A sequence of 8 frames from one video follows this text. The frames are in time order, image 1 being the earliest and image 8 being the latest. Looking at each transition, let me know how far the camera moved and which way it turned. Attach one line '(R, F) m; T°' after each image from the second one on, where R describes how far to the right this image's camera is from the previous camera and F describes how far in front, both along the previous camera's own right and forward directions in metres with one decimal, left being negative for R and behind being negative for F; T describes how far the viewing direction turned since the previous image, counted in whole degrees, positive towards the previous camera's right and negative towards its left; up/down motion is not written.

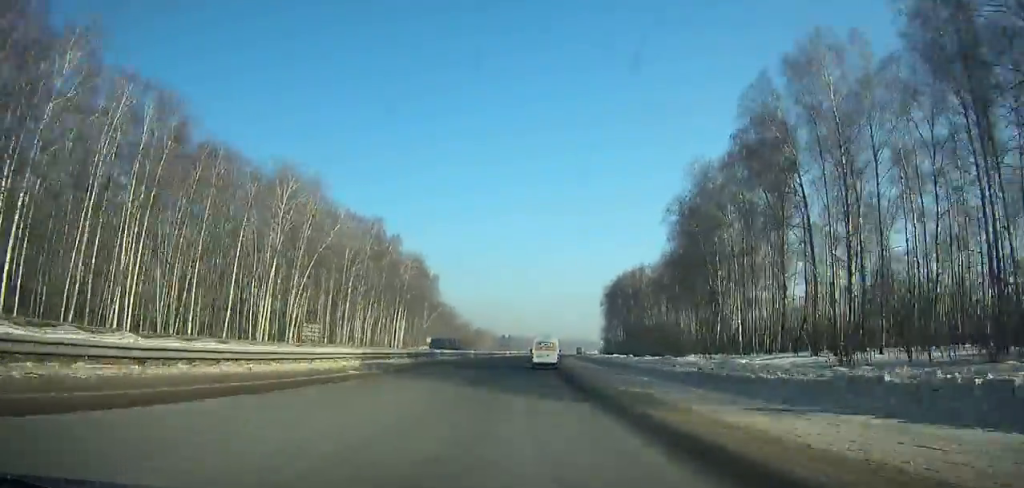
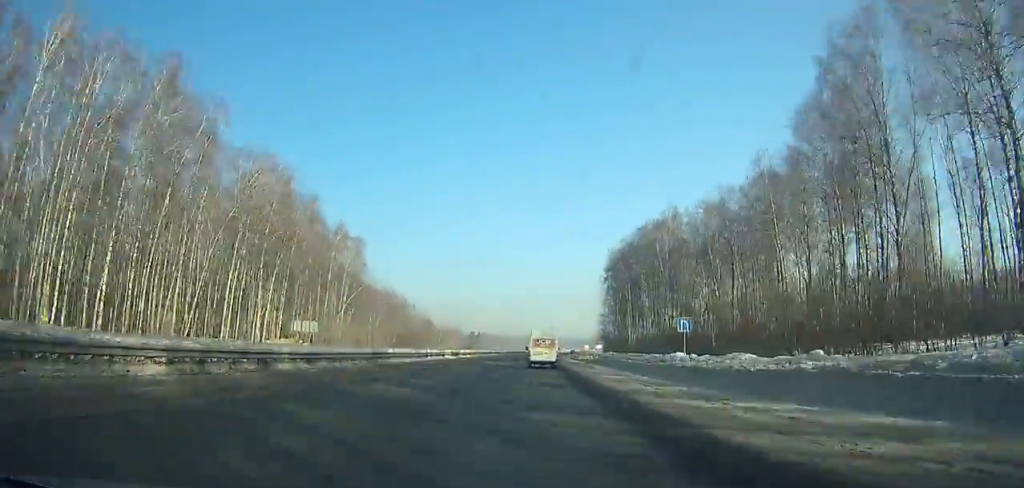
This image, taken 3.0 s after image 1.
(+1.9, +65.5) m; +3°
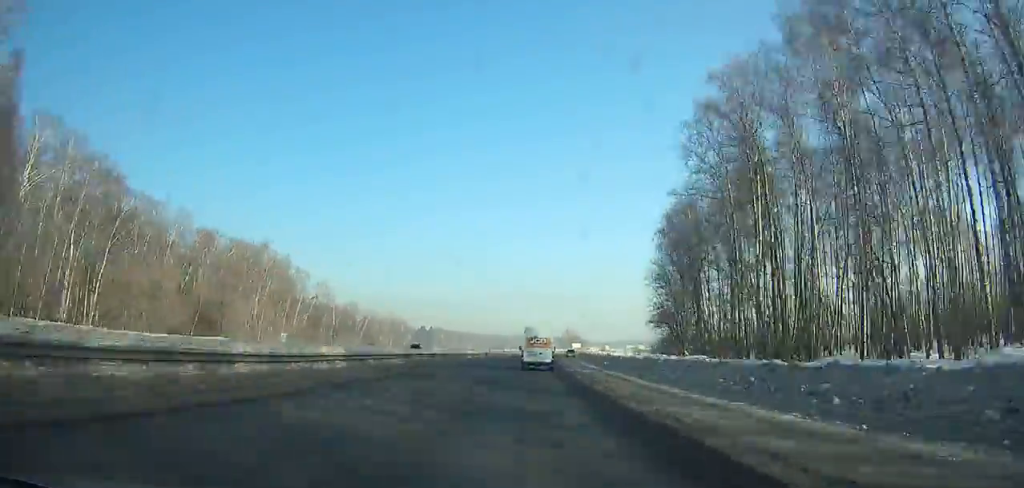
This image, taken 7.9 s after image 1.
(+2.9, +103.6) m; +4°
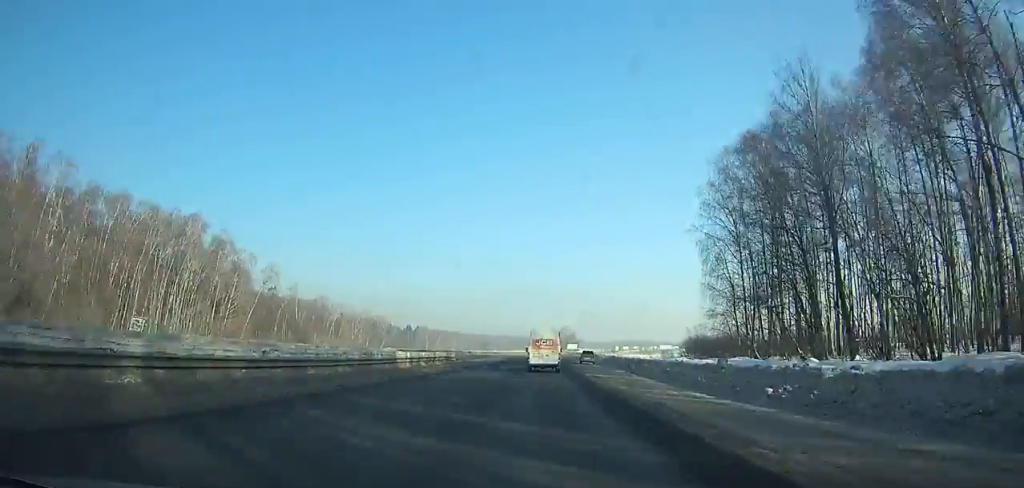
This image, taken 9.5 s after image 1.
(0.0, +33.3) m; +2°
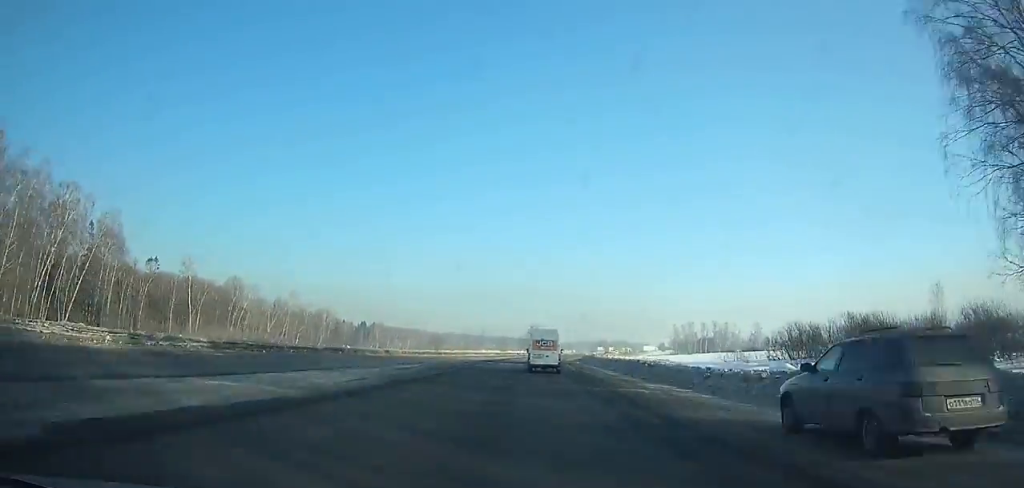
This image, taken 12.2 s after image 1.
(+1.9, +56.0) m; +3°
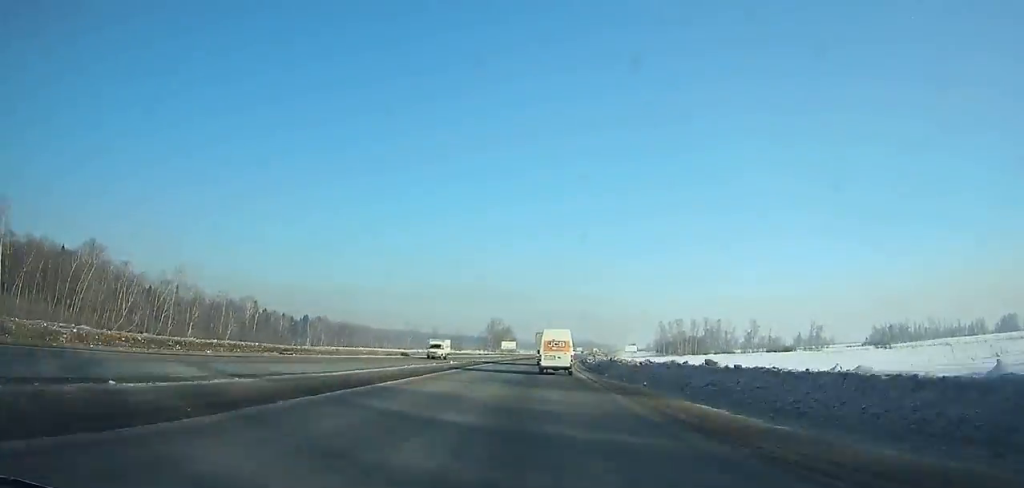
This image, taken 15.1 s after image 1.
(+2.0, +60.8) m; +4°
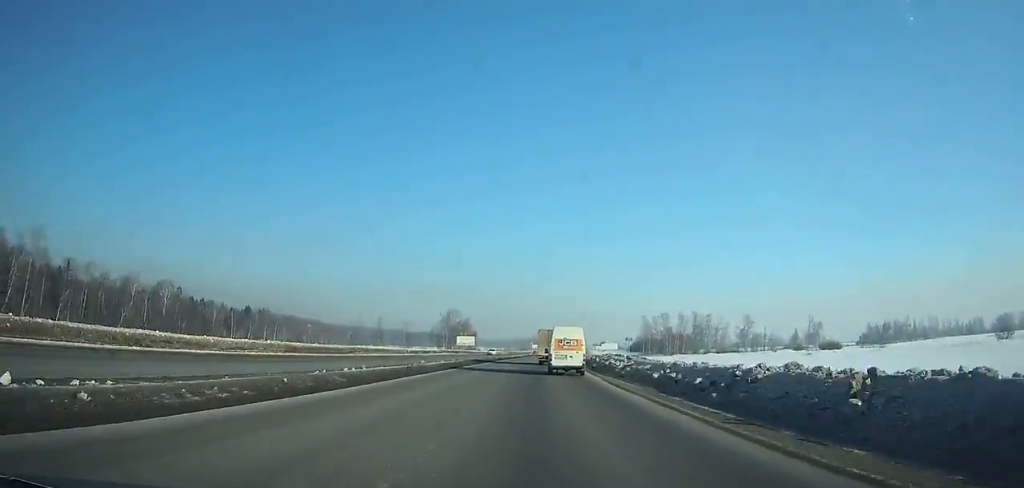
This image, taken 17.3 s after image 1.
(+1.9, +47.1) m; +3°
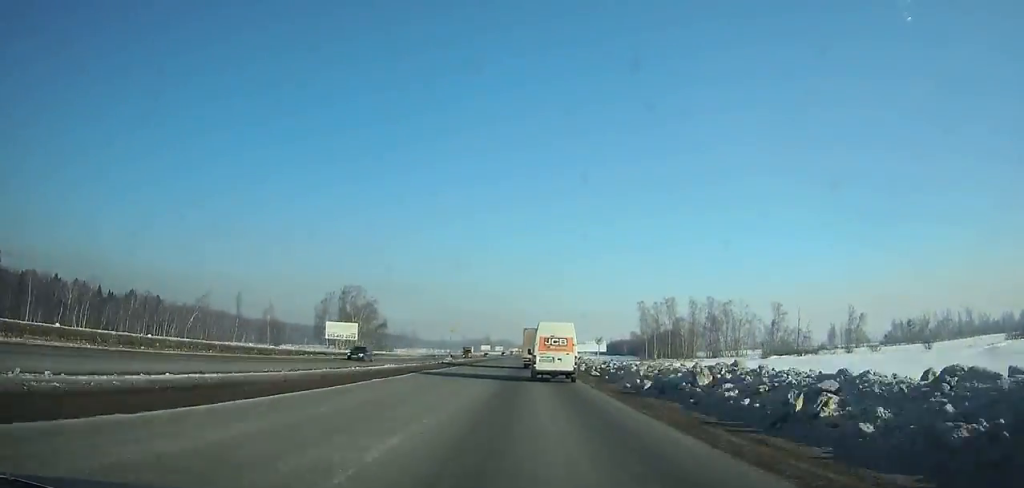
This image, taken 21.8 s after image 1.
(+3.5, +100.0) m; +2°
